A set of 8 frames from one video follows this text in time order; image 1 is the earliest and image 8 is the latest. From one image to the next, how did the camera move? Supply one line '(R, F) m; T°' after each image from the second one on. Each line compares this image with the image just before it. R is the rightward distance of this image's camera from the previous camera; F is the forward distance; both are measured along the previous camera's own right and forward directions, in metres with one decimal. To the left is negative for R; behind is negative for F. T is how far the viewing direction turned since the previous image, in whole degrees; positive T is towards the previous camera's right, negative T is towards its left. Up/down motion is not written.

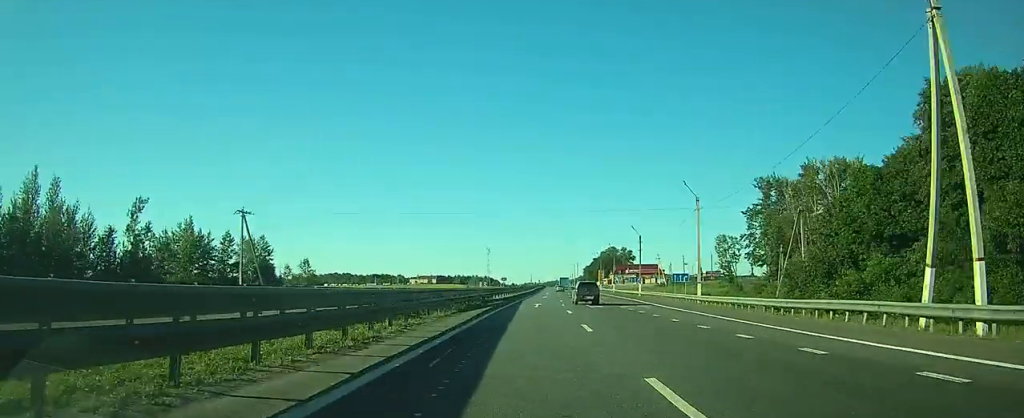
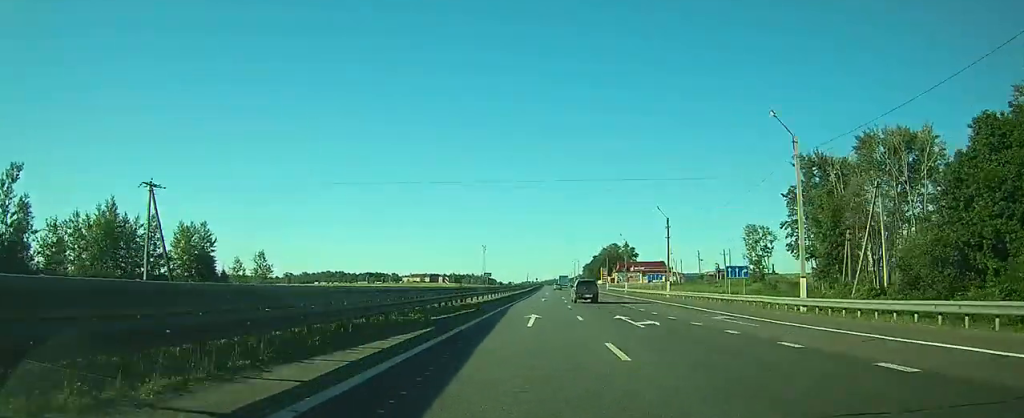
(+0.1, +19.1) m; 0°
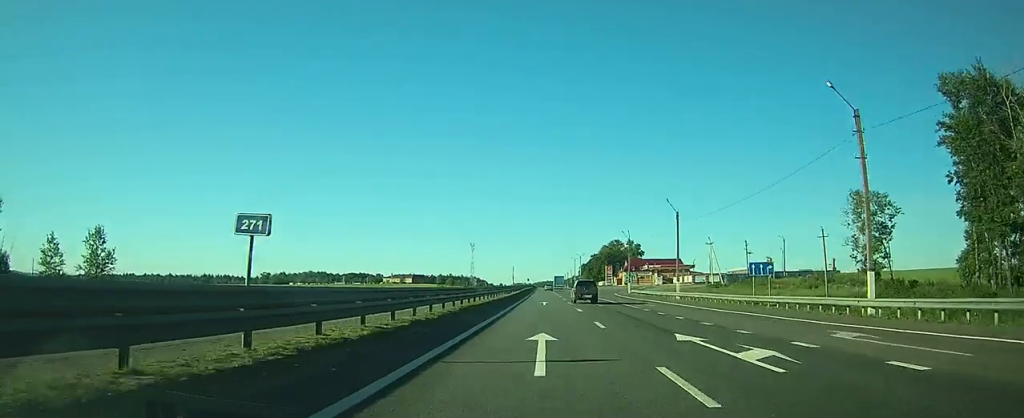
(+0.1, +40.0) m; +1°
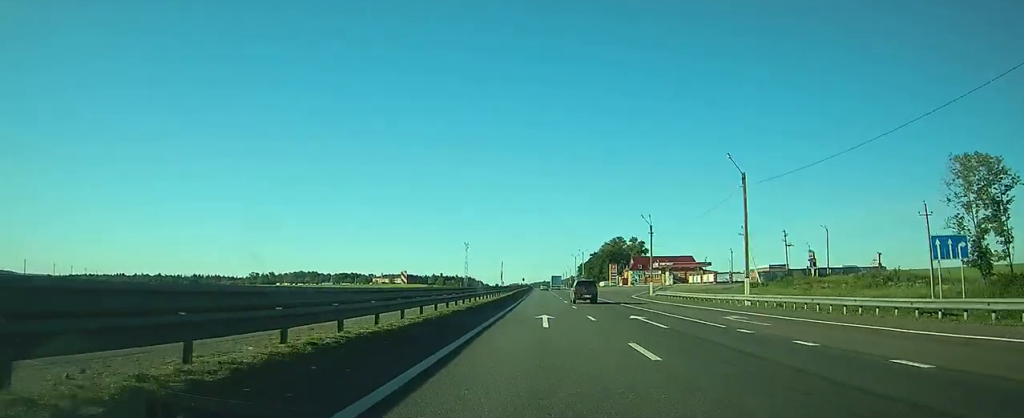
(0.0, +20.0) m; 0°
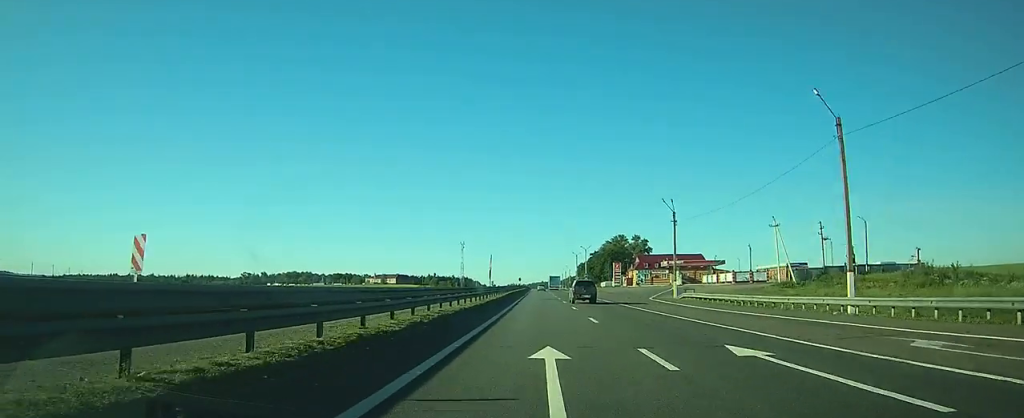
(+0.1, +13.2) m; 0°
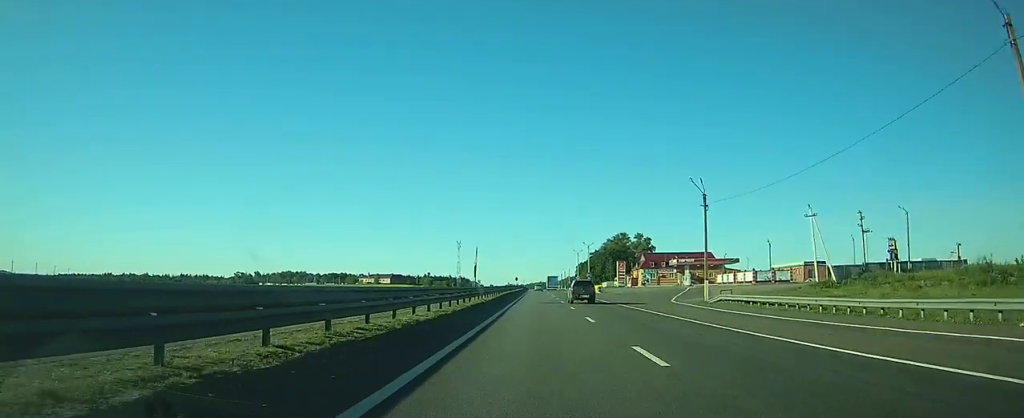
(0.0, +11.3) m; 0°
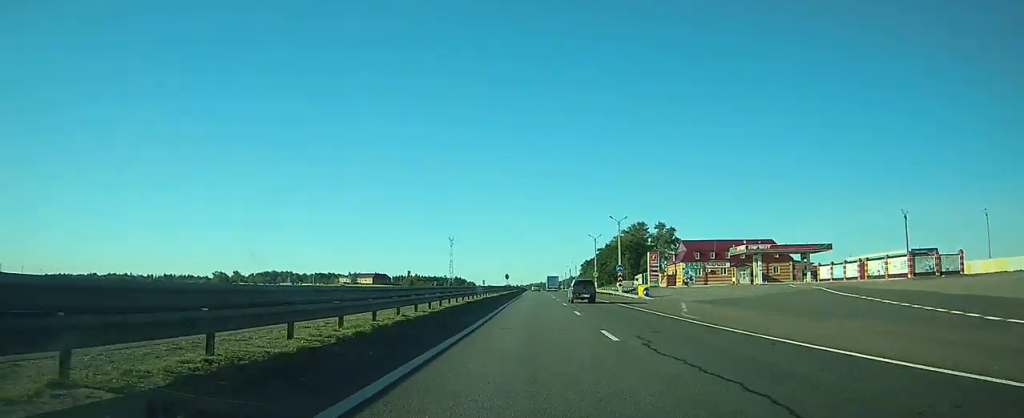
(+0.2, +43.0) m; 0°
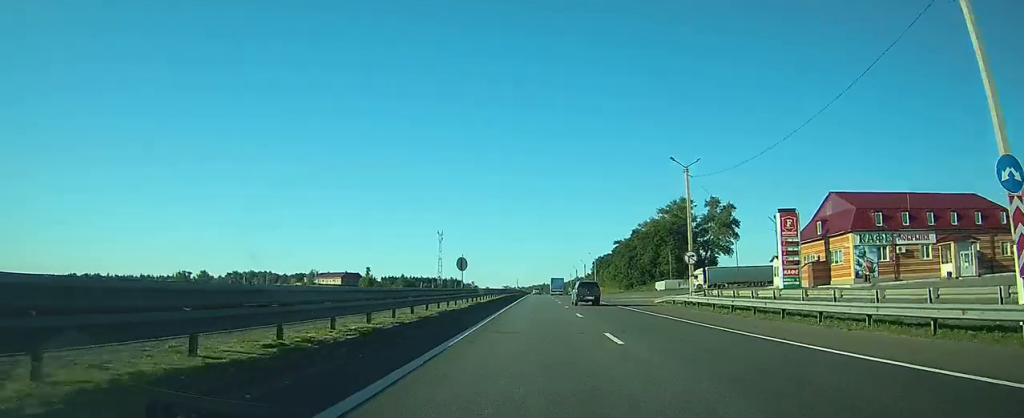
(+0.1, +59.4) m; 0°
